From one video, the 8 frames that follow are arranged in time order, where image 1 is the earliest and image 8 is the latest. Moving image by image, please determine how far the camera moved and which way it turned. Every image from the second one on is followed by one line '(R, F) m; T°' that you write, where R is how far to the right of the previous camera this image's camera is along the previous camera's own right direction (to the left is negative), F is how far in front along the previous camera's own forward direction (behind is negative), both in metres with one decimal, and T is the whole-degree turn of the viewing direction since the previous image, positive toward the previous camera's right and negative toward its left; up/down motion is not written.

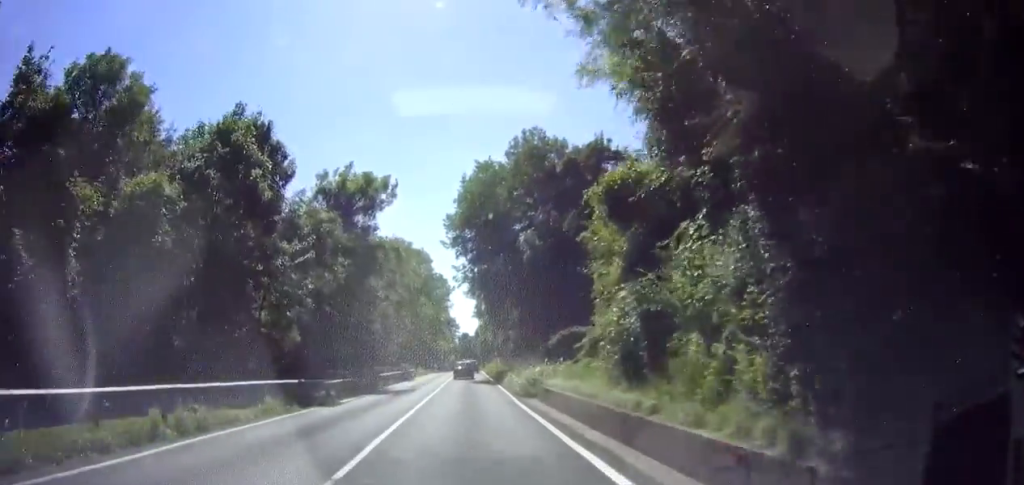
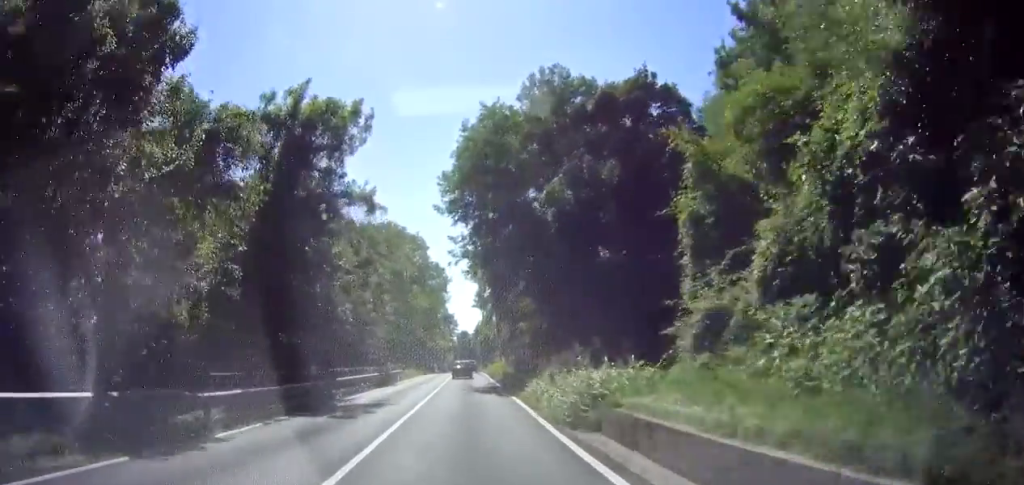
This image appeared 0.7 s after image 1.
(+0.4, +10.1) m; +2°
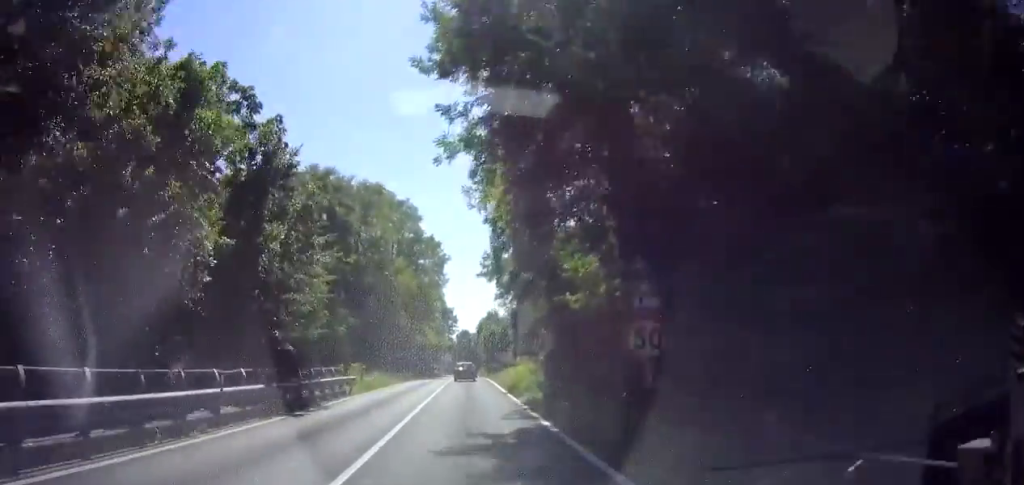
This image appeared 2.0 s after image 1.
(+0.1, +17.6) m; -1°
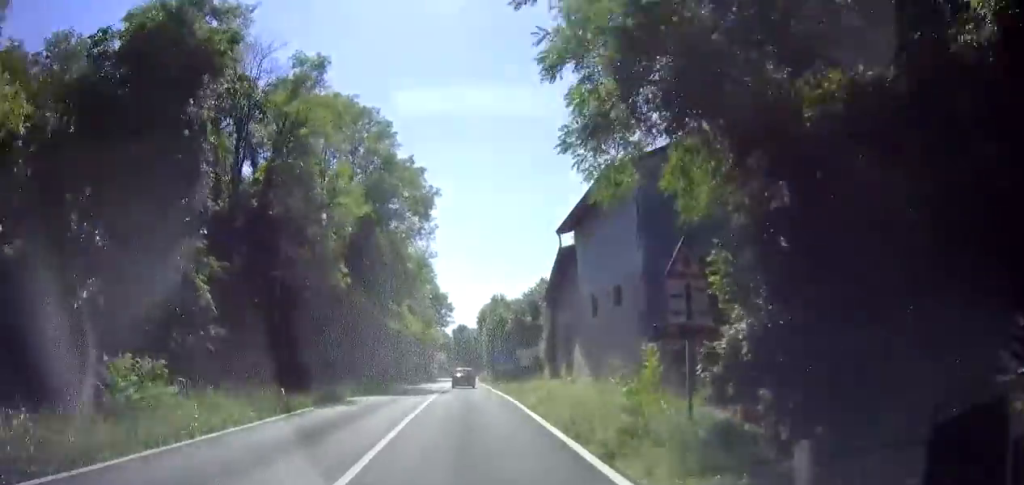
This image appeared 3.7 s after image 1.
(-0.2, +23.3) m; +1°
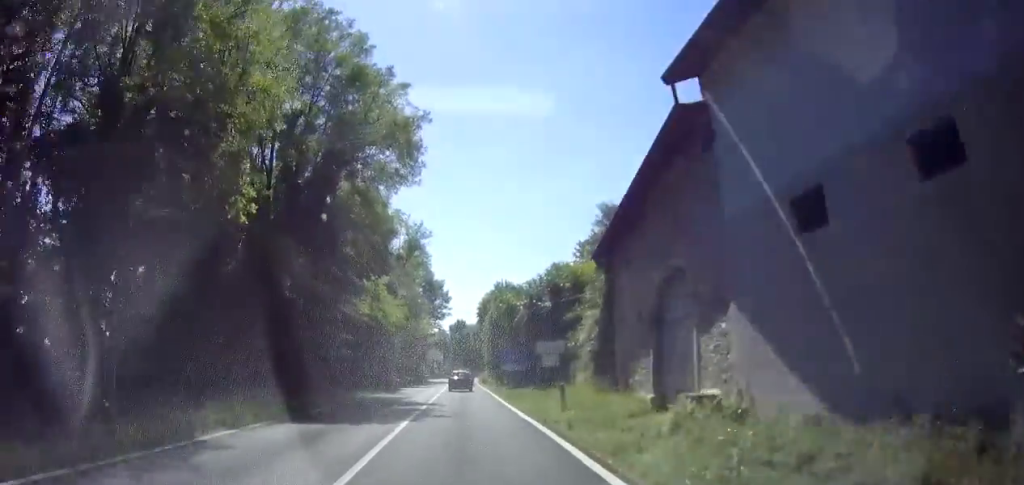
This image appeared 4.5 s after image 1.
(+0.1, +11.6) m; 0°
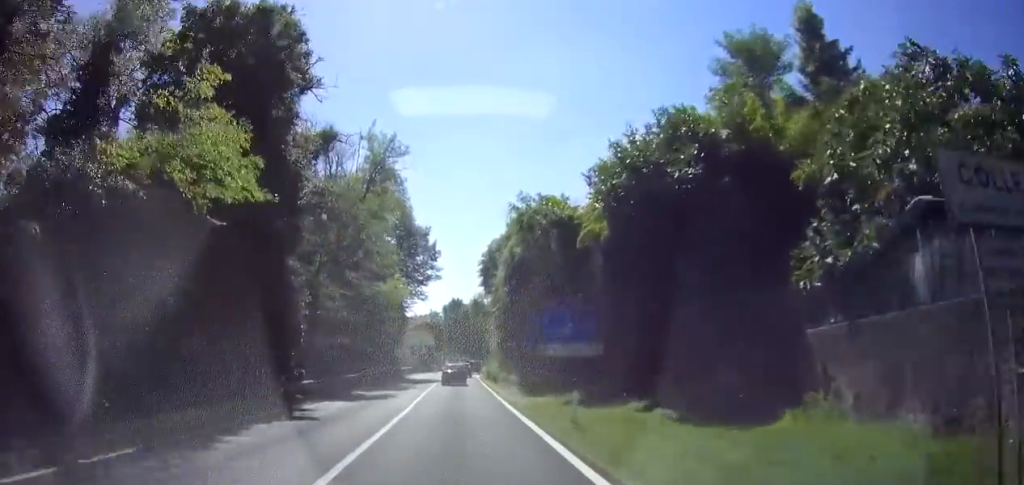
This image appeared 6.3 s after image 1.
(-0.6, +24.5) m; -2°
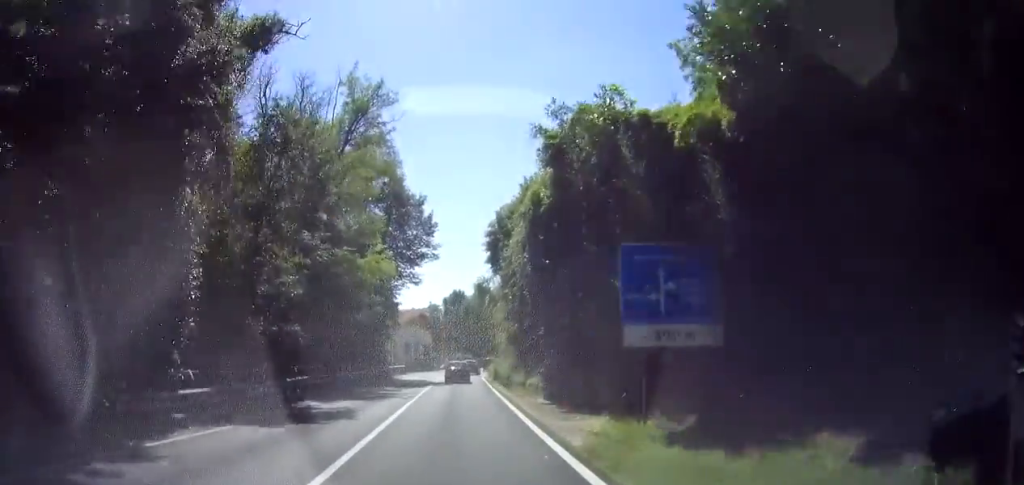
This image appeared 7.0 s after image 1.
(-0.4, +8.6) m; +1°
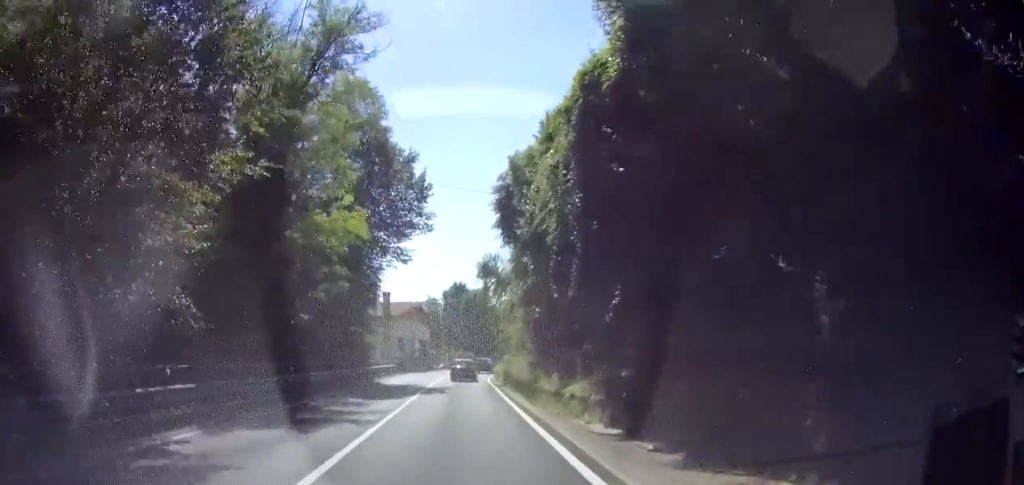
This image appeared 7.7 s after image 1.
(+0.5, +8.5) m; 0°
